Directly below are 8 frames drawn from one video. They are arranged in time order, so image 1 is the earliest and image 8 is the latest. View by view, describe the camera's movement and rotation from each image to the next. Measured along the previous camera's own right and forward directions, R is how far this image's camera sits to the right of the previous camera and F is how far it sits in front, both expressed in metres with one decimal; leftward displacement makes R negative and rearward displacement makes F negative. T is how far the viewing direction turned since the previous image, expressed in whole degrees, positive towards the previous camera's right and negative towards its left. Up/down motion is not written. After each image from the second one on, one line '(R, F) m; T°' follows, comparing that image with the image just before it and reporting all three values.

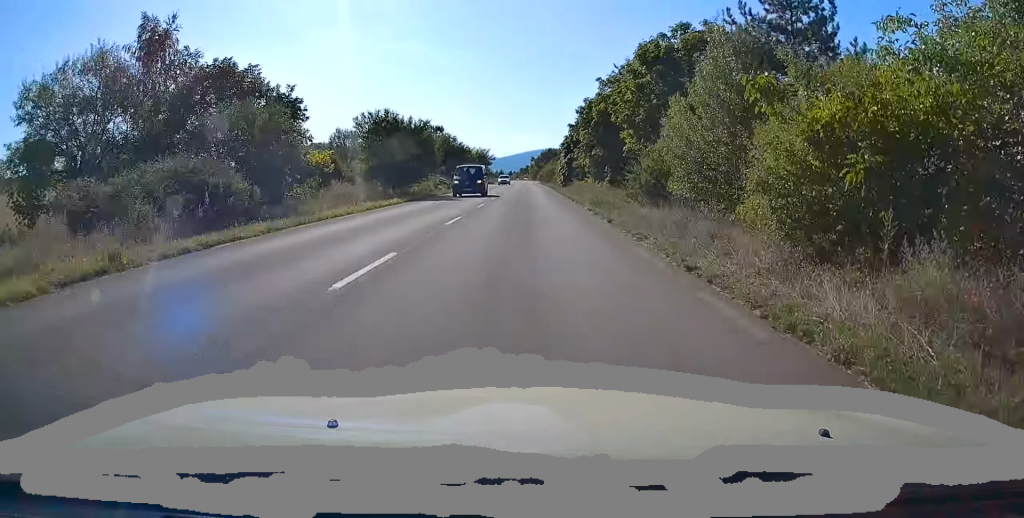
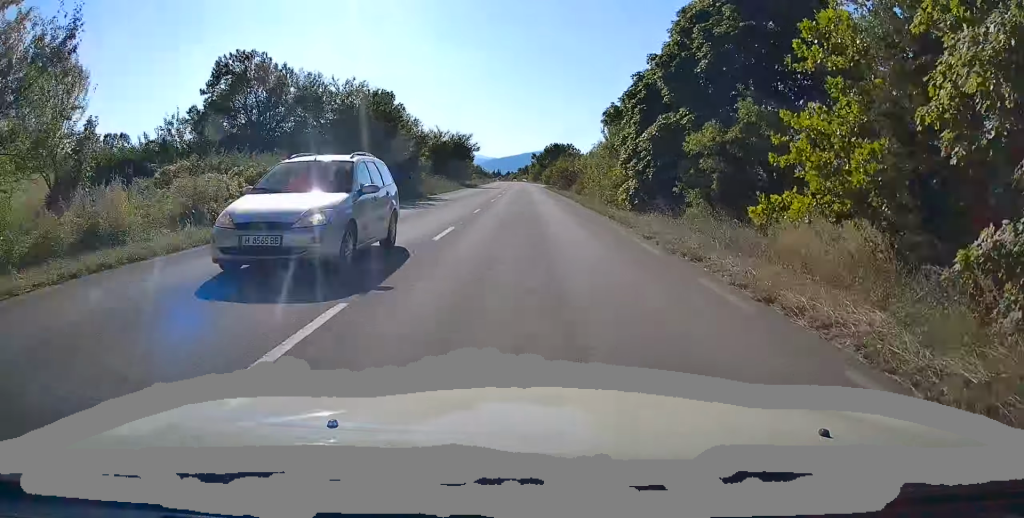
(-0.2, +39.4) m; -1°
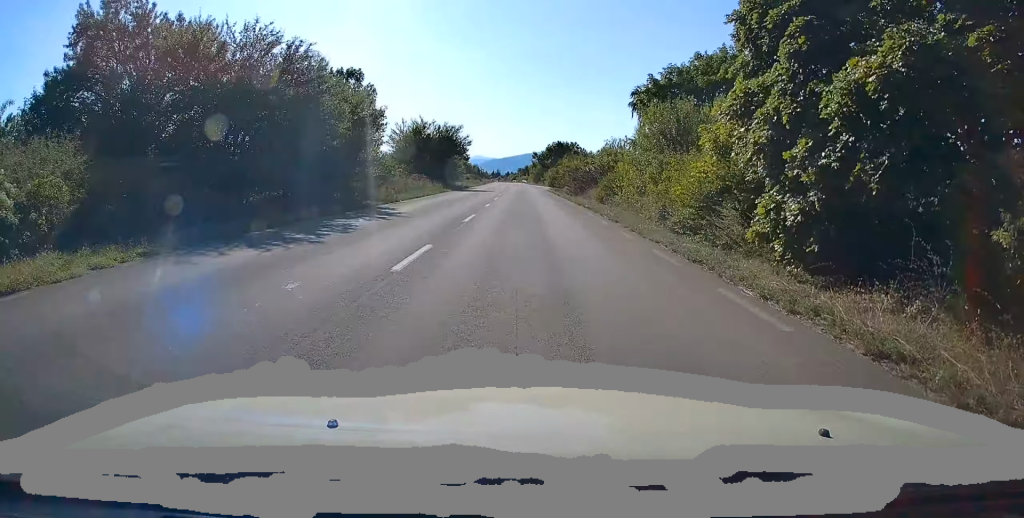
(0.0, +12.8) m; 0°
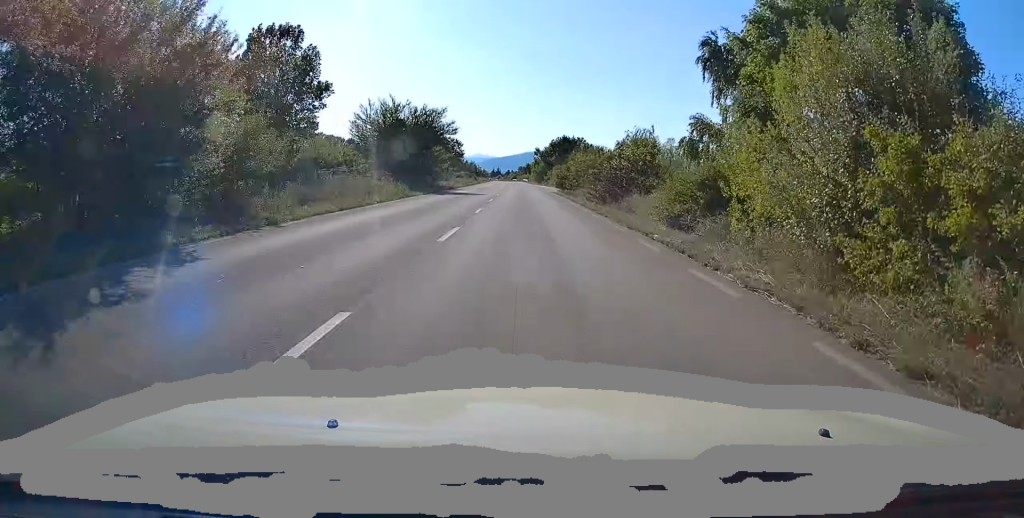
(0.0, +14.6) m; 0°
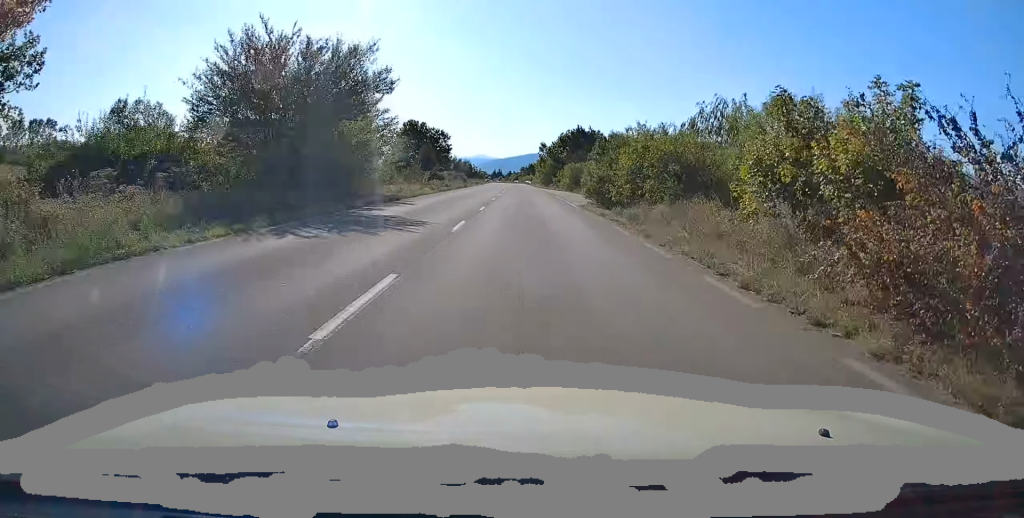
(+0.1, +24.8) m; 0°
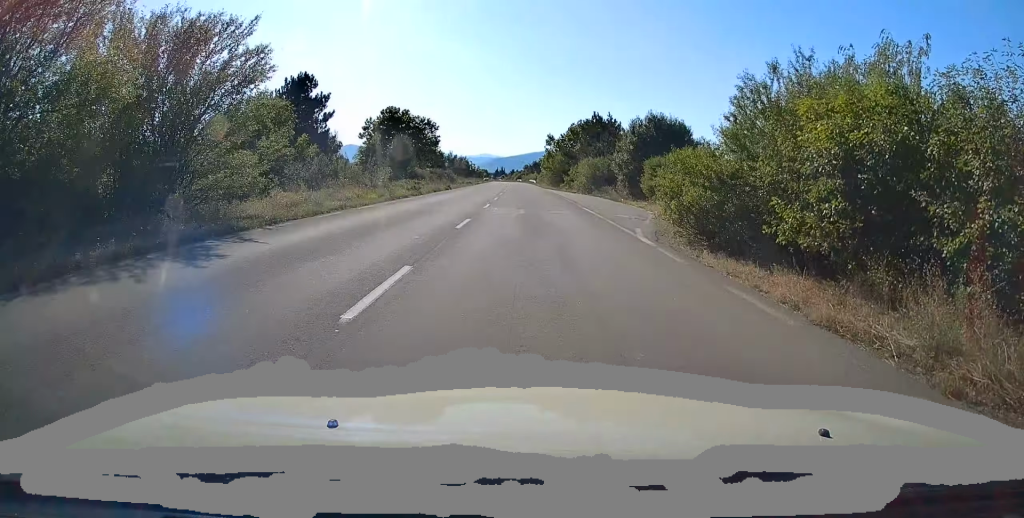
(0.0, +17.1) m; 0°
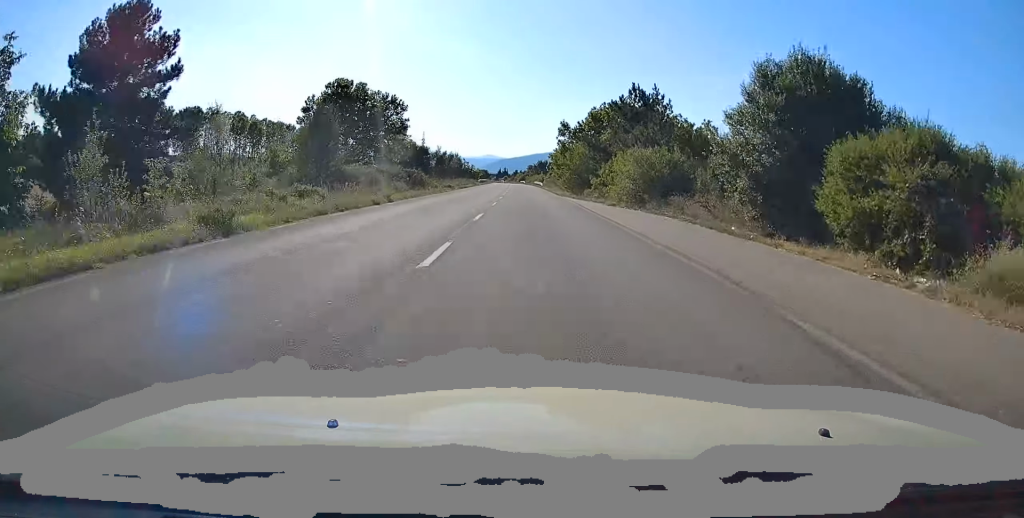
(0.0, +24.0) m; 0°
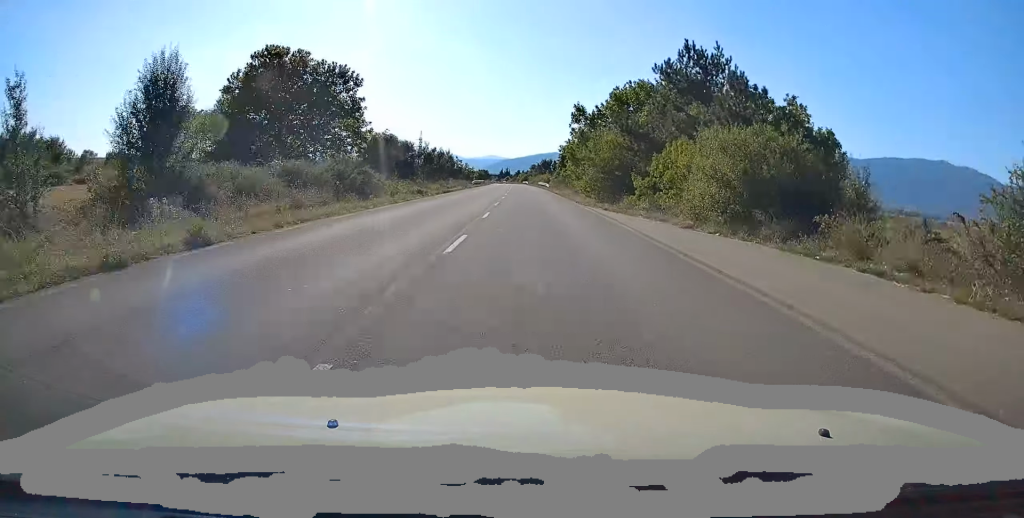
(0.0, +16.3) m; 0°
